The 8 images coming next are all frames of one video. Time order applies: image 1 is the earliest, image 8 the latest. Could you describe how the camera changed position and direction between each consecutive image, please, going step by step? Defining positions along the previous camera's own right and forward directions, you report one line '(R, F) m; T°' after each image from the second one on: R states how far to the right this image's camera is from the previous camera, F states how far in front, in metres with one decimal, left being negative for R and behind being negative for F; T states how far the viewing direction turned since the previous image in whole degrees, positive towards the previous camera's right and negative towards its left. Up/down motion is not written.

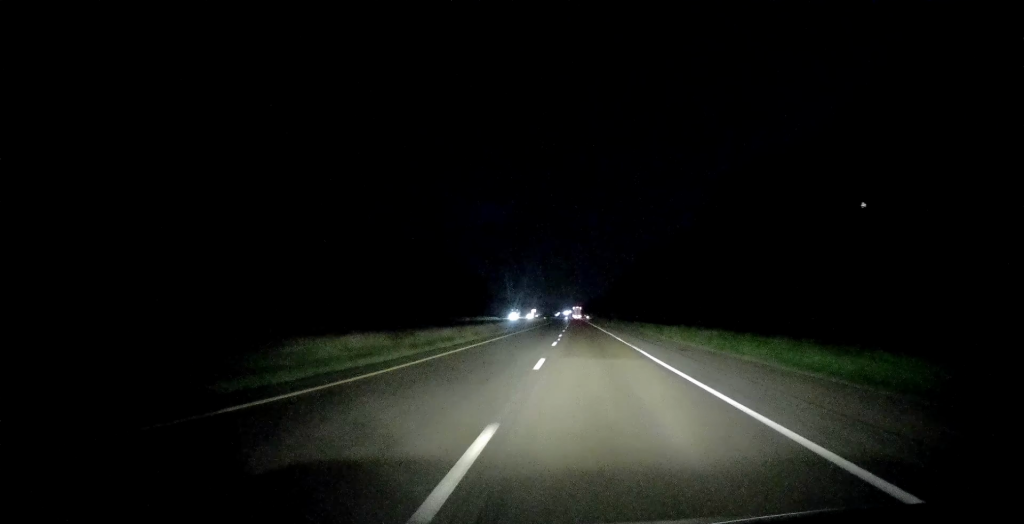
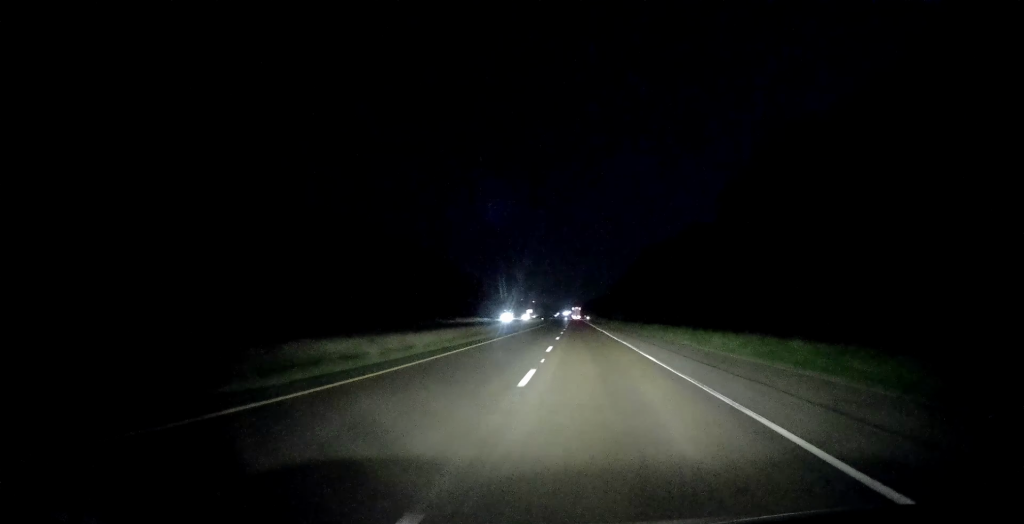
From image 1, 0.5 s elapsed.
(-0.1, +15.9) m; 0°
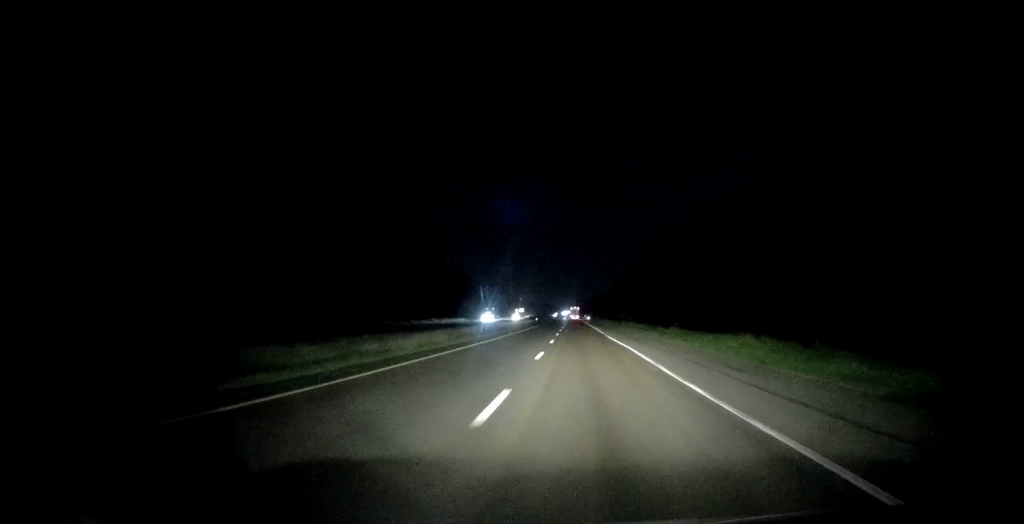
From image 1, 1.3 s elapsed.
(0.0, +28.5) m; 0°
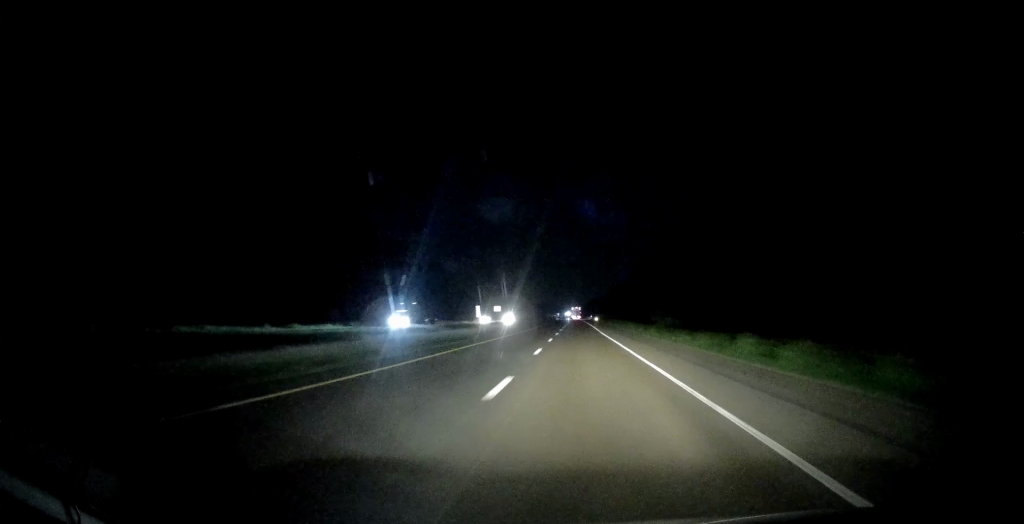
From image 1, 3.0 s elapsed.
(-0.3, +58.0) m; -1°
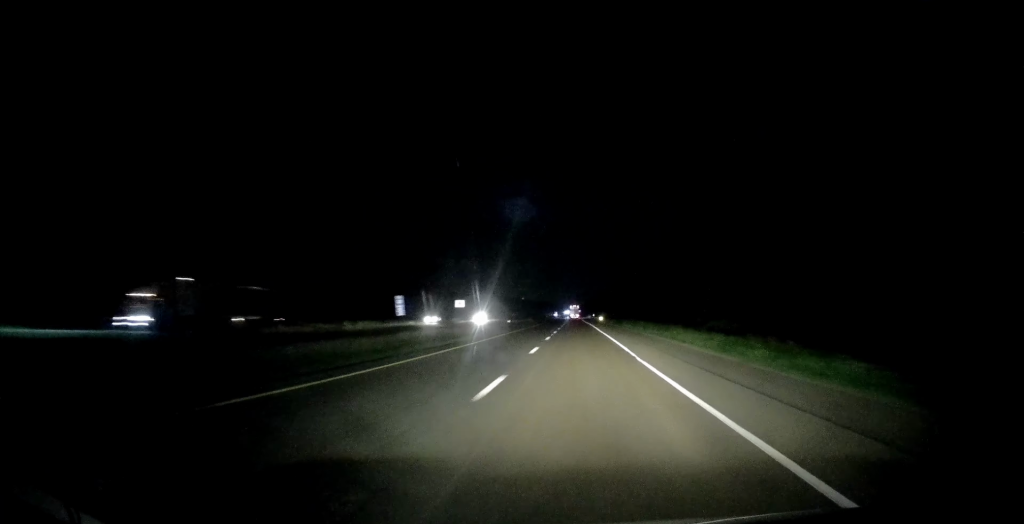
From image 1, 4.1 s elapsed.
(-0.4, +36.5) m; 0°
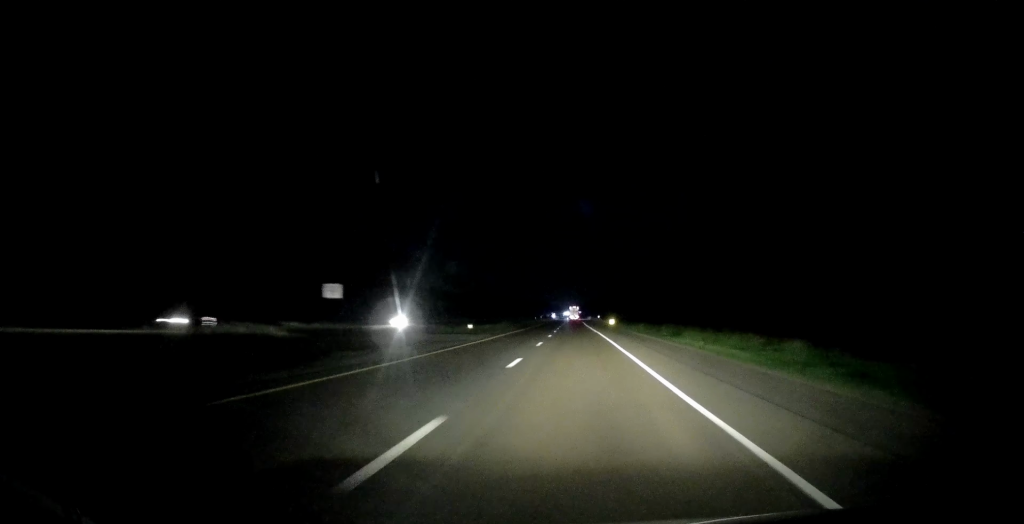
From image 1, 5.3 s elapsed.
(+0.6, +42.2) m; +1°
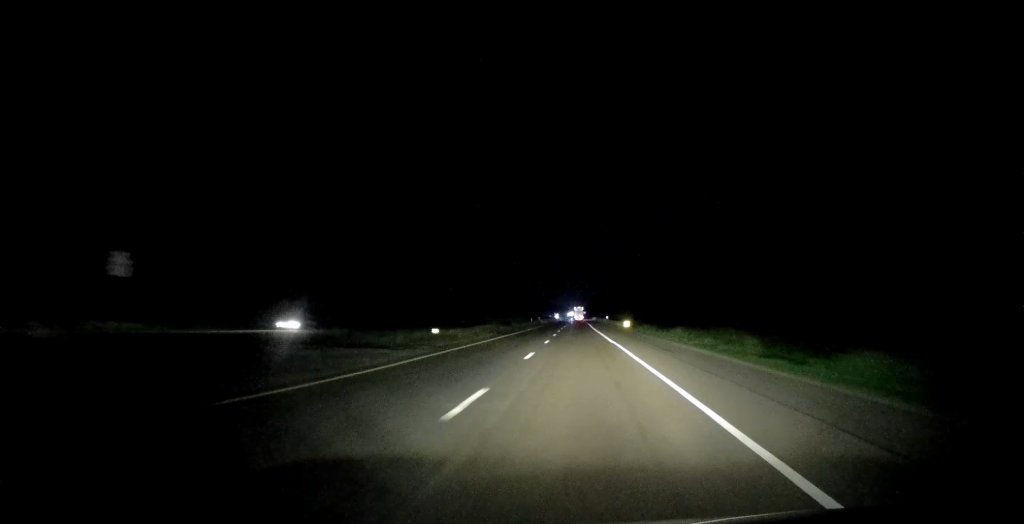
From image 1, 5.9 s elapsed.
(+0.1, +20.6) m; 0°
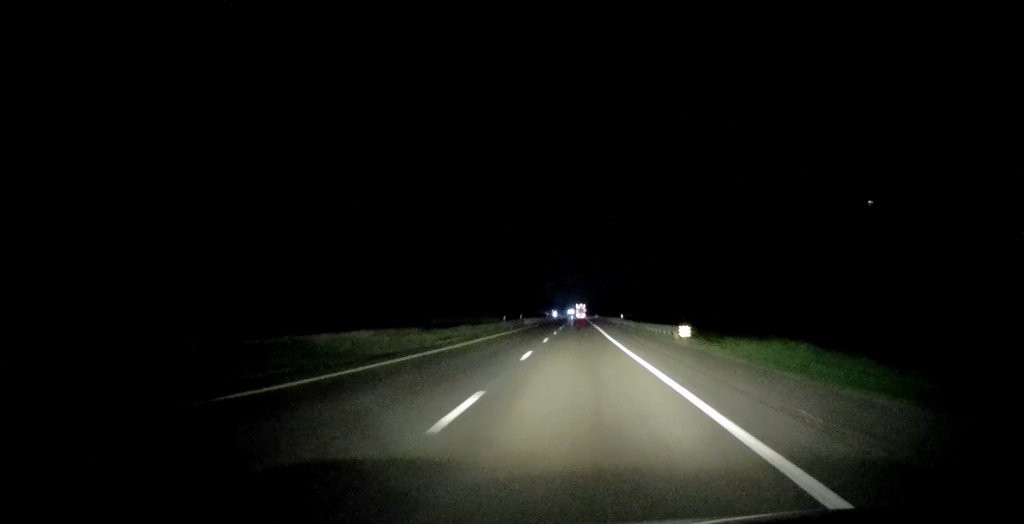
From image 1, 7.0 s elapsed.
(-0.1, +38.7) m; 0°
